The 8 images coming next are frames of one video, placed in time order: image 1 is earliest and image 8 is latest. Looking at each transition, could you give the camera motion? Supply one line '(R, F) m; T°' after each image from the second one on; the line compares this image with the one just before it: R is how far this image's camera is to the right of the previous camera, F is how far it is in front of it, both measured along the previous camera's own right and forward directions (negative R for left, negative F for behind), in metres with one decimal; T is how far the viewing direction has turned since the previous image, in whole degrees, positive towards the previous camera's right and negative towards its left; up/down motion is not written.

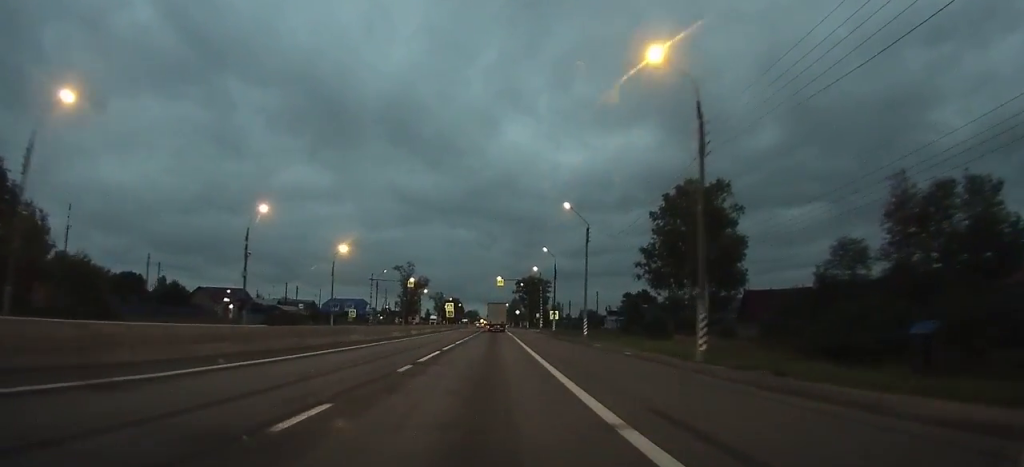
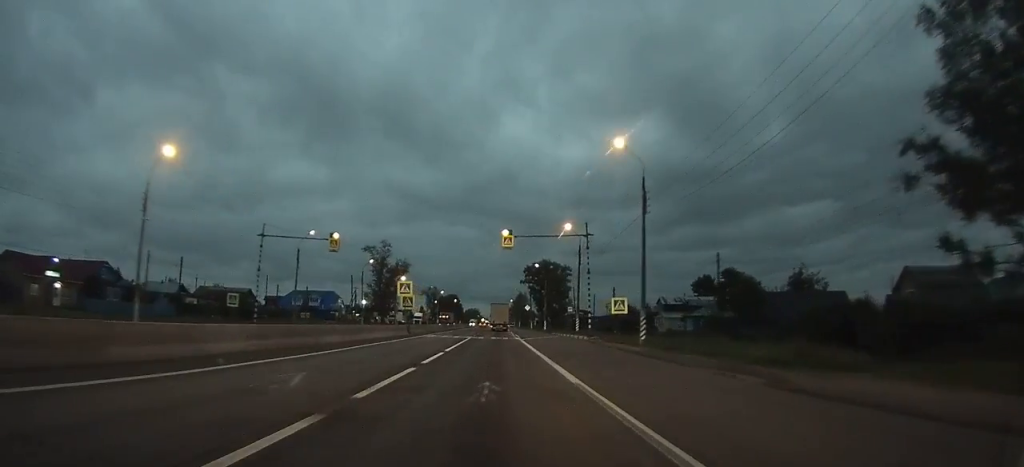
(-0.1, +47.9) m; 0°
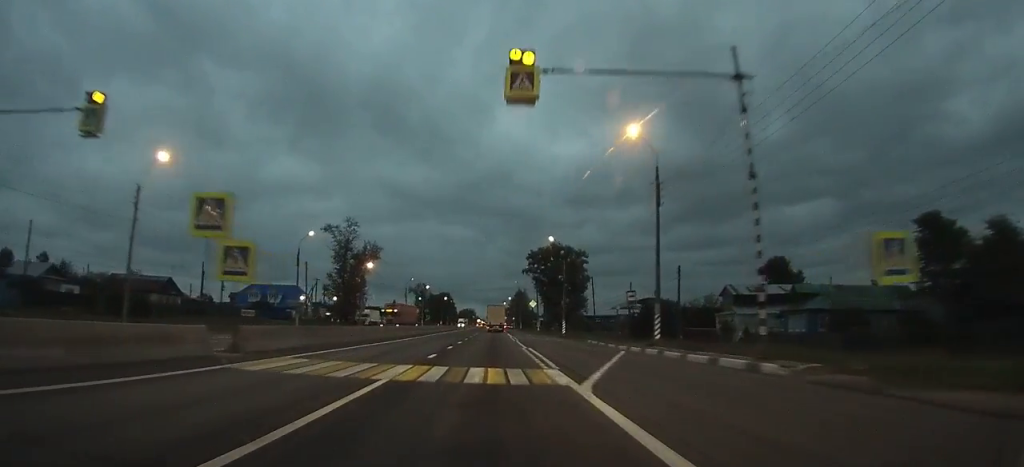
(0.0, +32.0) m; 0°
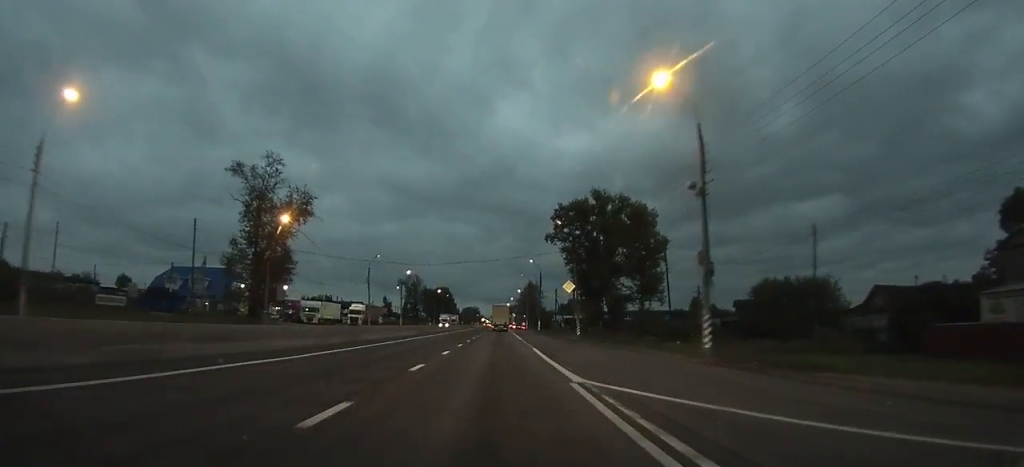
(+0.1, +44.6) m; 0°
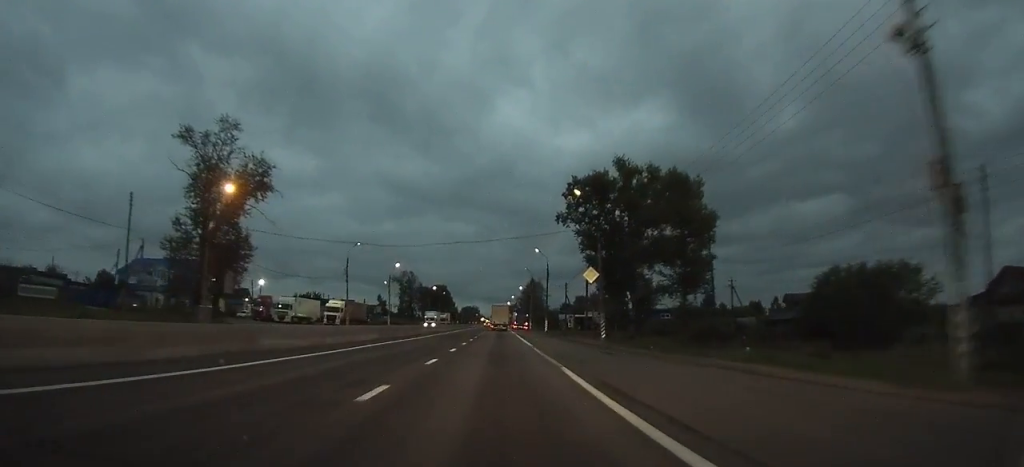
(-0.1, +13.4) m; 0°
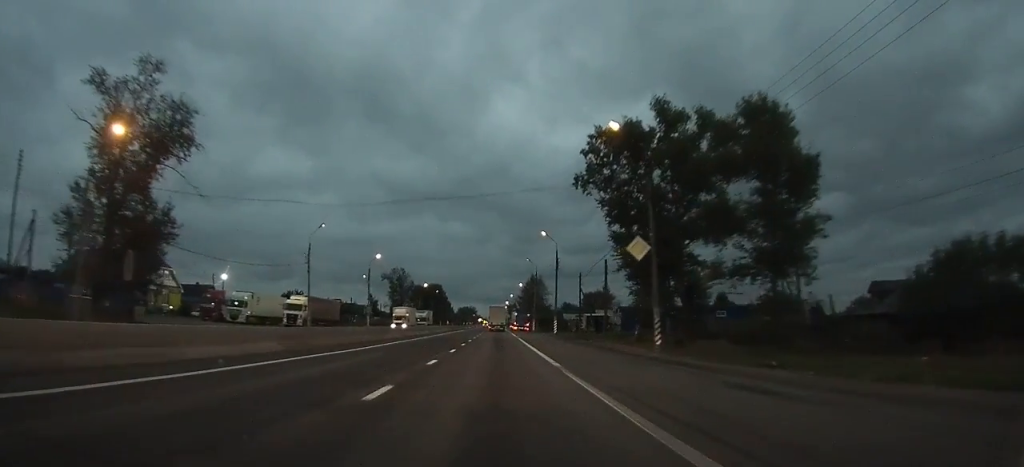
(-0.1, +15.4) m; 0°
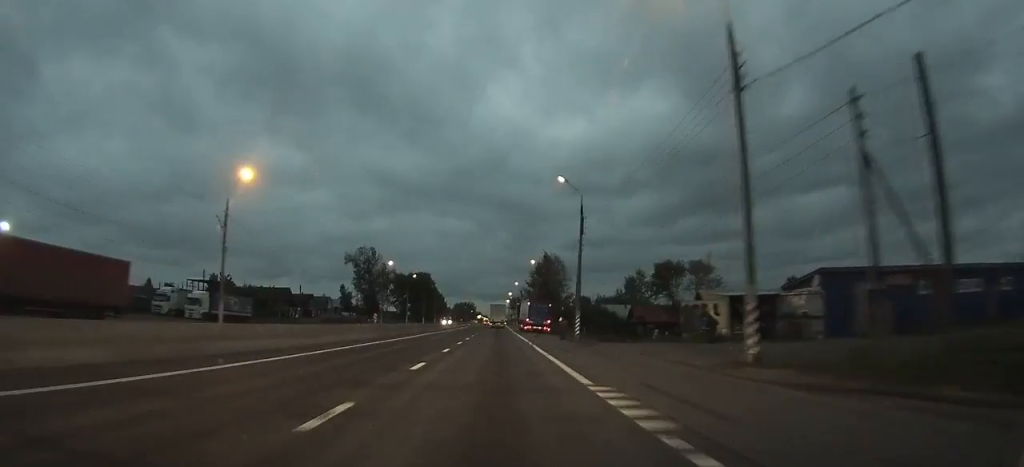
(+0.2, +50.6) m; 0°
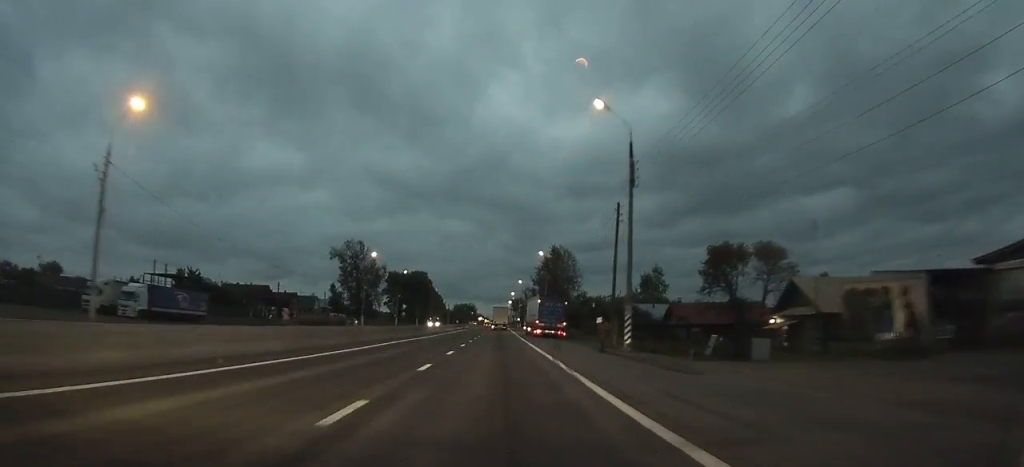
(0.0, +15.5) m; 0°
